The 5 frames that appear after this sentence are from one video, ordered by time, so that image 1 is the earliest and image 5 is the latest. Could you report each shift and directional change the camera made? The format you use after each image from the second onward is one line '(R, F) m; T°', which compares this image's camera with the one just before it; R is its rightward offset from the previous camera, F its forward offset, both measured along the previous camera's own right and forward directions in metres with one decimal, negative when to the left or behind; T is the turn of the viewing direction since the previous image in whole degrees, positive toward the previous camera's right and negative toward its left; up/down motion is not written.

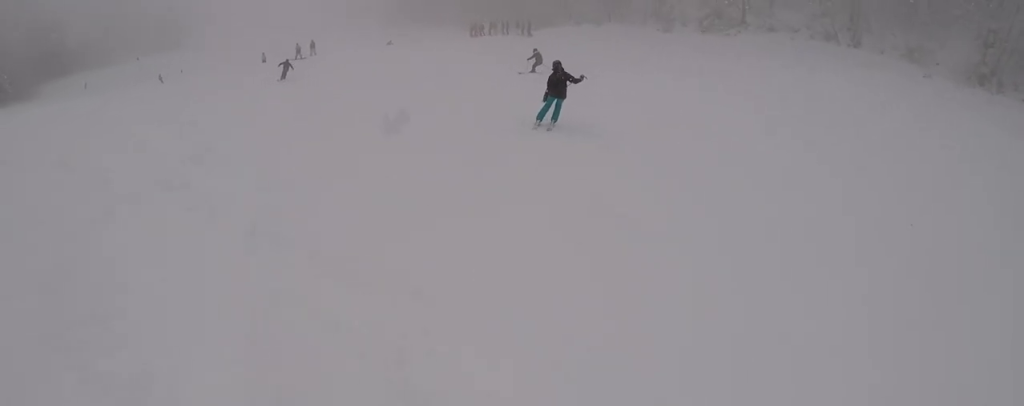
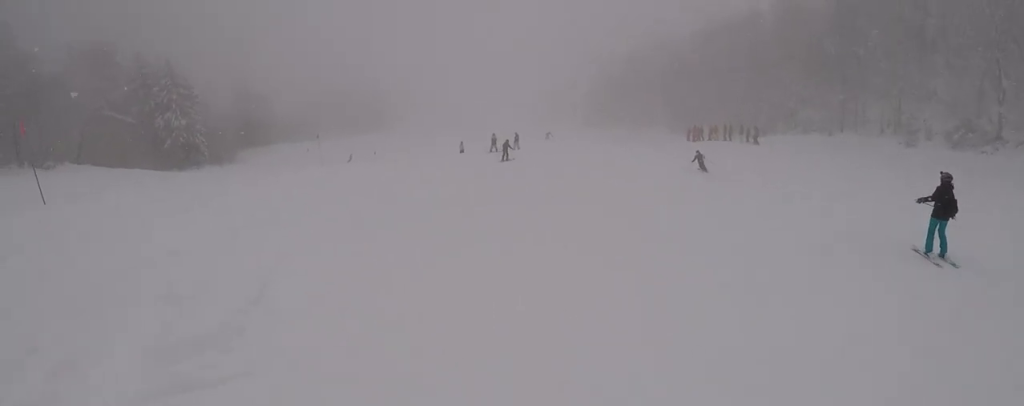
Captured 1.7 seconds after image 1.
(-0.9, +5.6) m; -18°
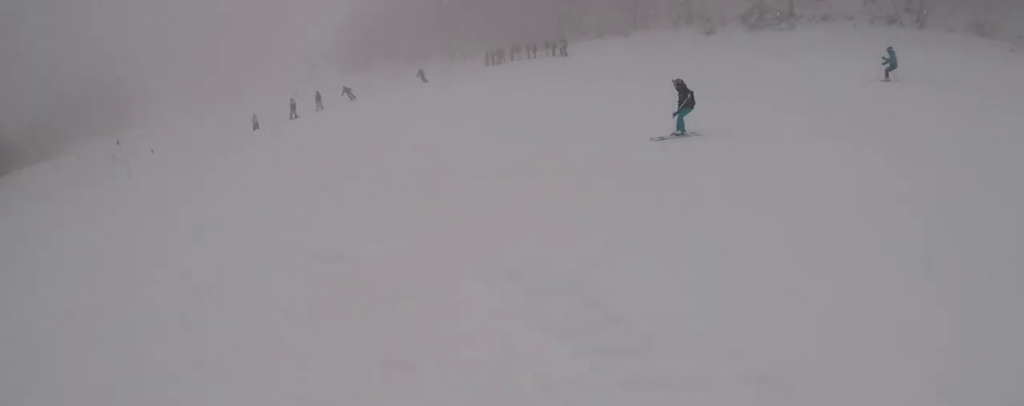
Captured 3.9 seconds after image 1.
(-1.5, +7.6) m; -11°
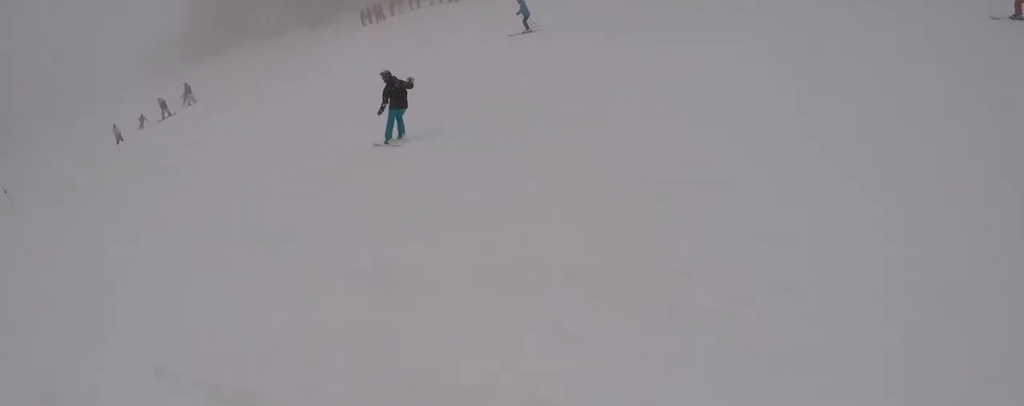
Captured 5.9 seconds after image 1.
(+1.9, +6.4) m; +32°
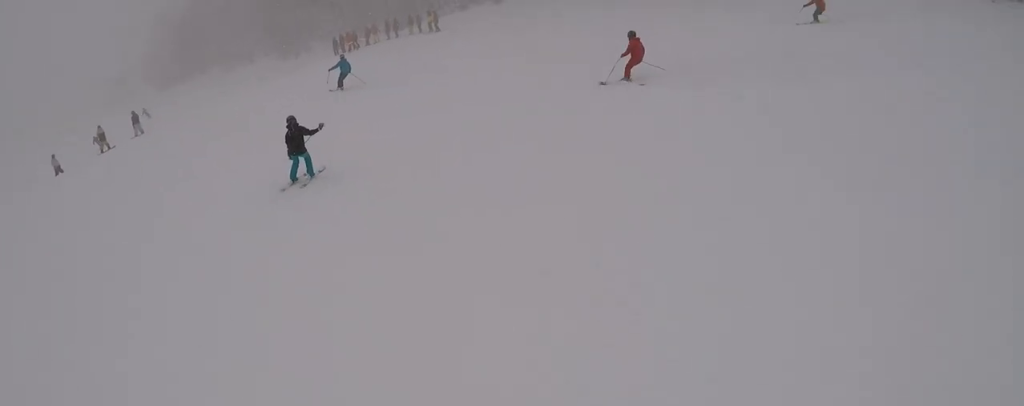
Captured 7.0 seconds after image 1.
(+0.2, +4.0) m; +2°
